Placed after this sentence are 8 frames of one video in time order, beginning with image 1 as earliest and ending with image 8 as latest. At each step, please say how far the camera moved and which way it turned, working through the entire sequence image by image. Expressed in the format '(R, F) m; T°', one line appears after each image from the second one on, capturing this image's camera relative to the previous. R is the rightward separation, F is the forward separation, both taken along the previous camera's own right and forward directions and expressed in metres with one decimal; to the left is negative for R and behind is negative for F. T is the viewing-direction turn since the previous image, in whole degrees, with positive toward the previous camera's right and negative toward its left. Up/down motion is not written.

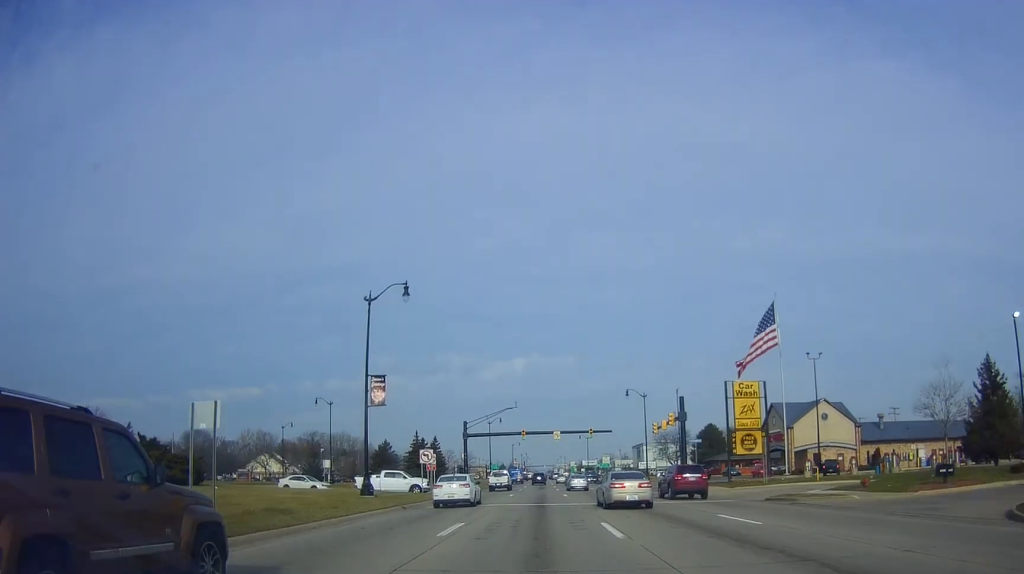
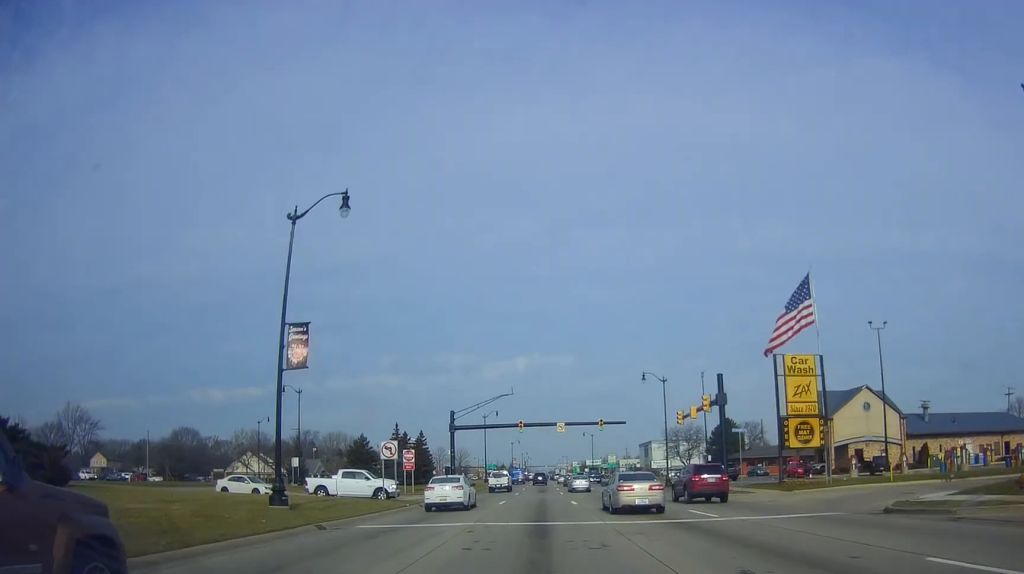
(-0.4, +11.3) m; 0°
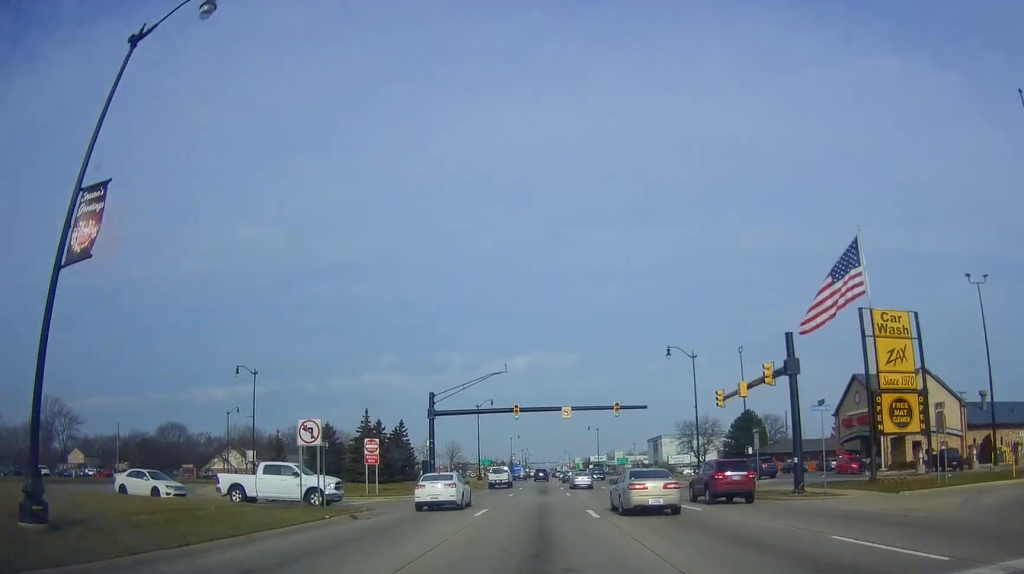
(+0.4, +12.1) m; +1°
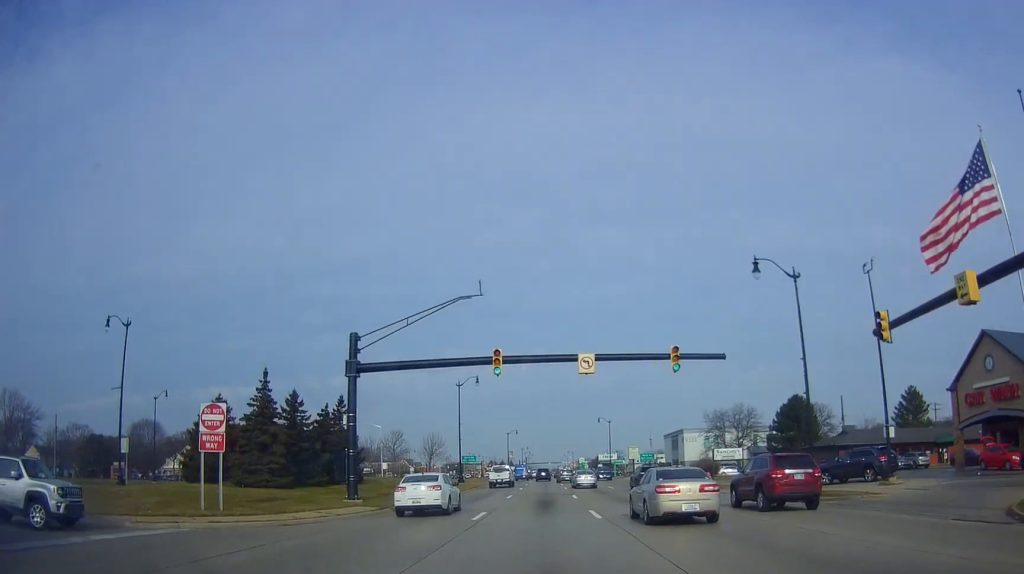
(+0.1, +21.3) m; 0°
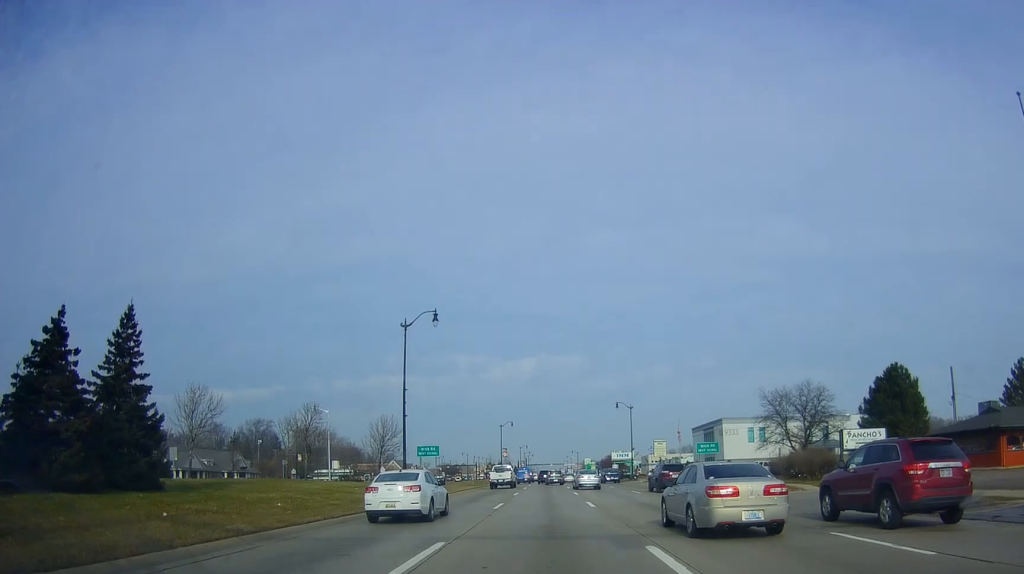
(+0.1, +27.0) m; -1°
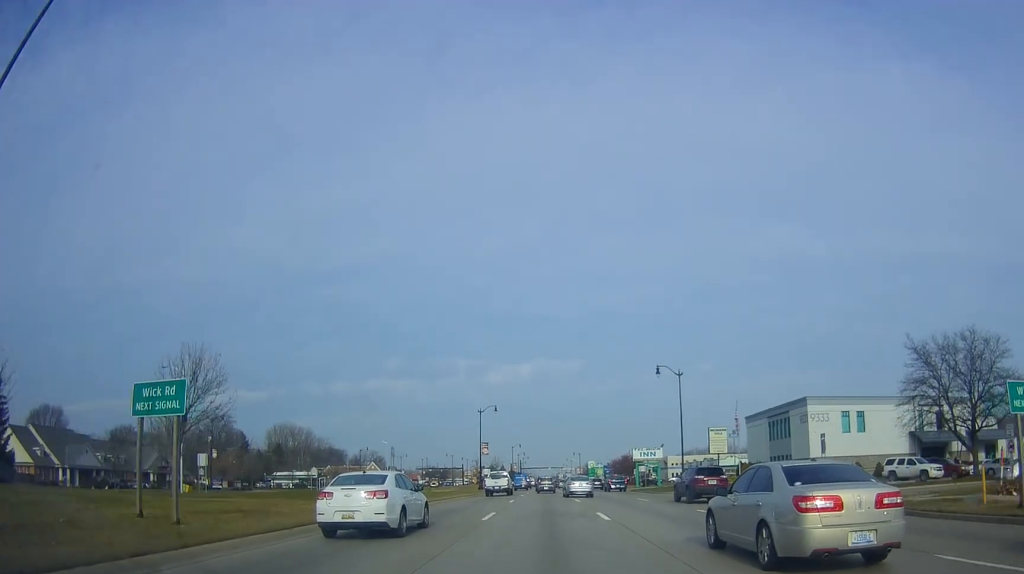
(-1.1, +34.1) m; -1°
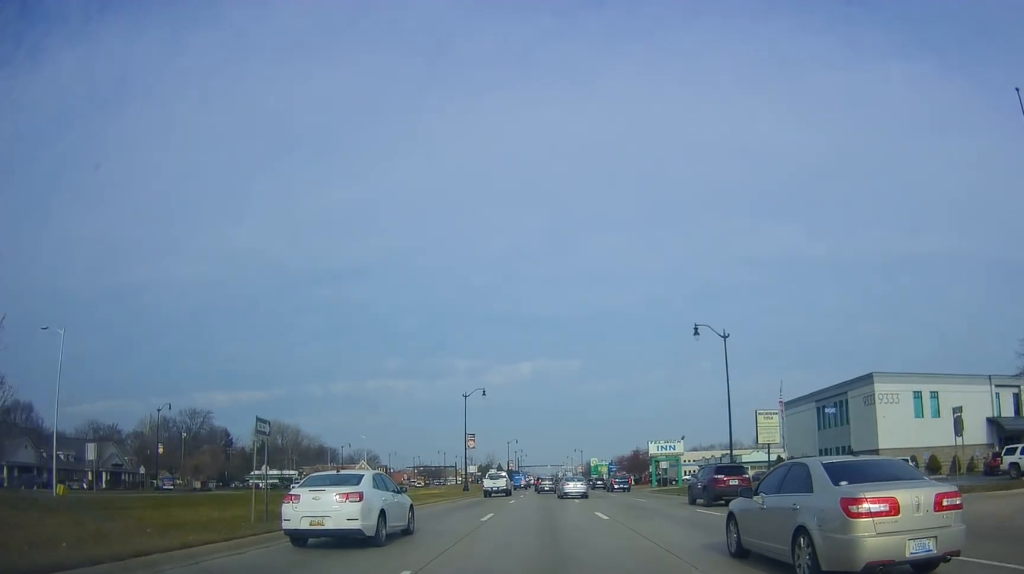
(-0.1, +15.0) m; +1°
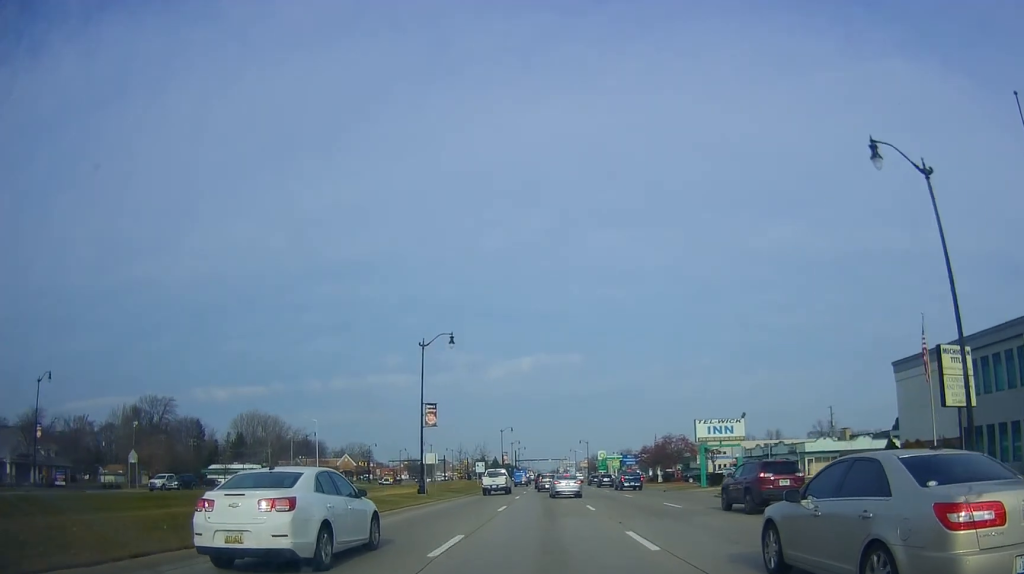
(+0.8, +24.7) m; +2°
